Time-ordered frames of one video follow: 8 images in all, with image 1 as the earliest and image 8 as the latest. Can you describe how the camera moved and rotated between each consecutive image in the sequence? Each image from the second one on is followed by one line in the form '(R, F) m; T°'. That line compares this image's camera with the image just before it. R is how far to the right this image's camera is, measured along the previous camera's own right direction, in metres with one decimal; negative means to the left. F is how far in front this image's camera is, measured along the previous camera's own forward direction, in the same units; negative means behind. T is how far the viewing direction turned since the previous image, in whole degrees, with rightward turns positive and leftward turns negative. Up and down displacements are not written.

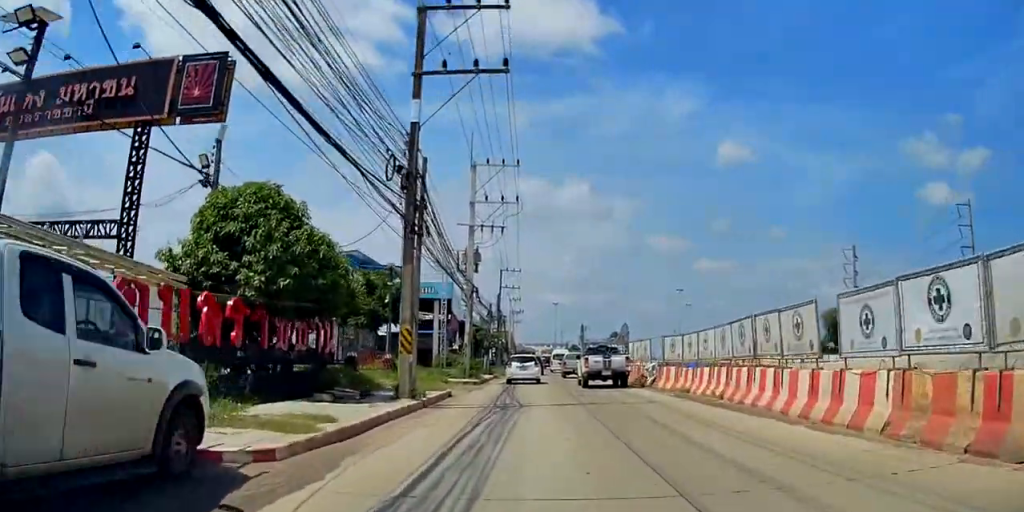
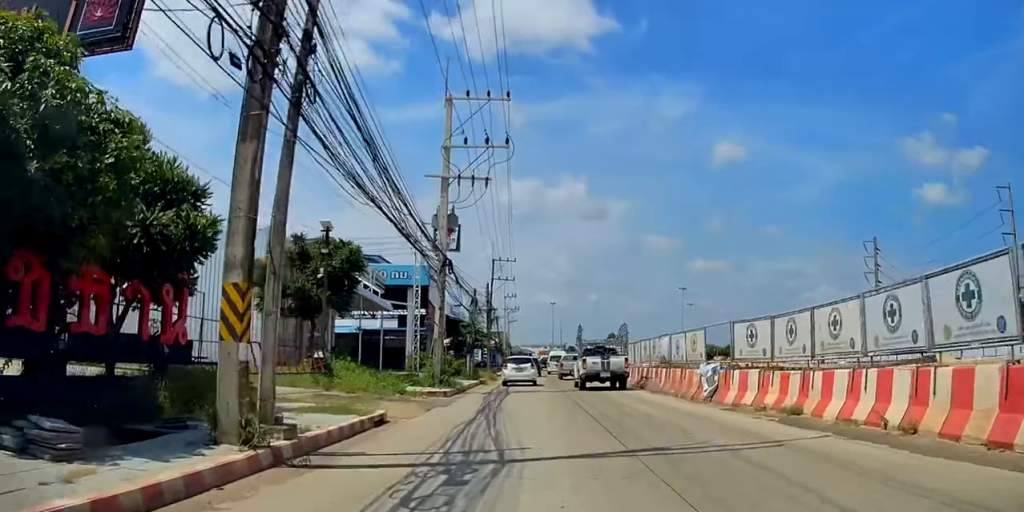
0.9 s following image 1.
(0.0, +9.1) m; 0°
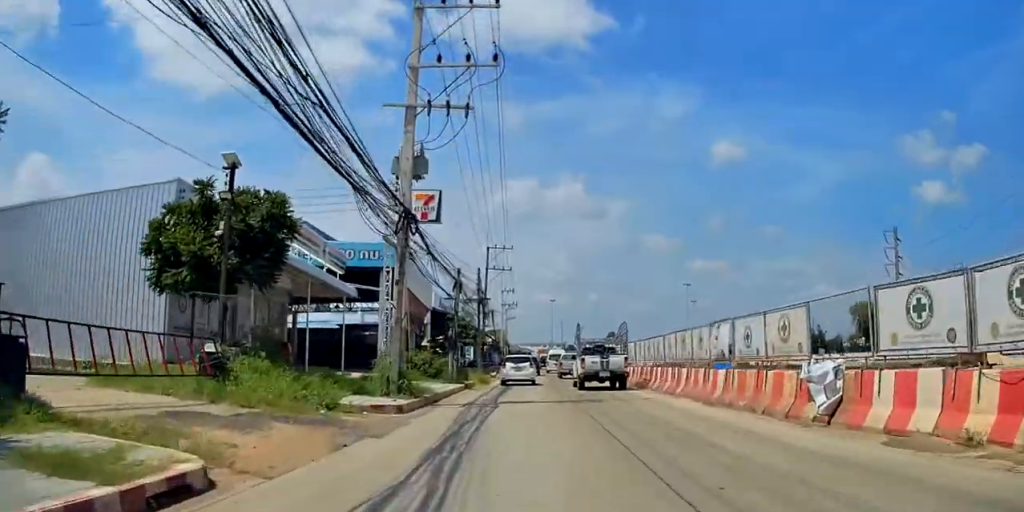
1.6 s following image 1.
(-0.1, +7.5) m; 0°
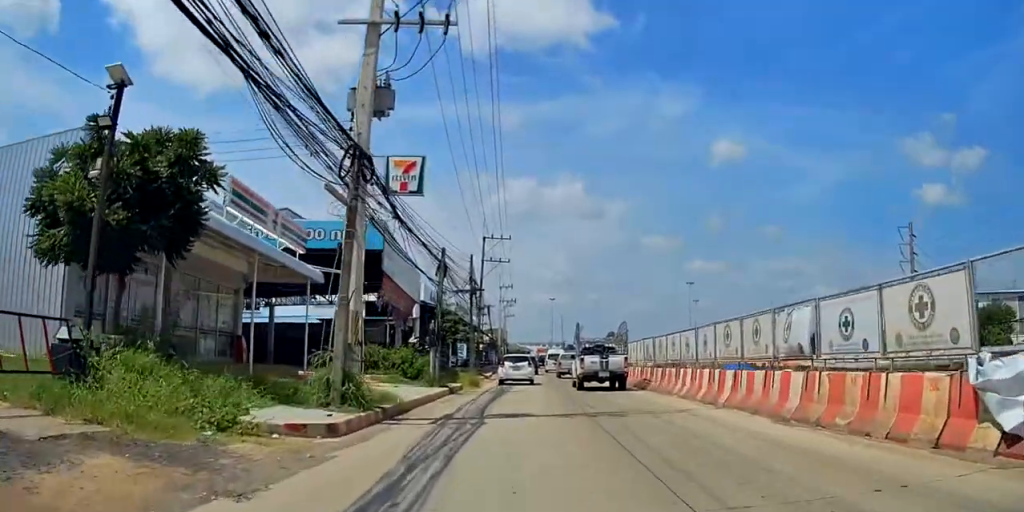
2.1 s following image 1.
(0.0, +4.6) m; 0°
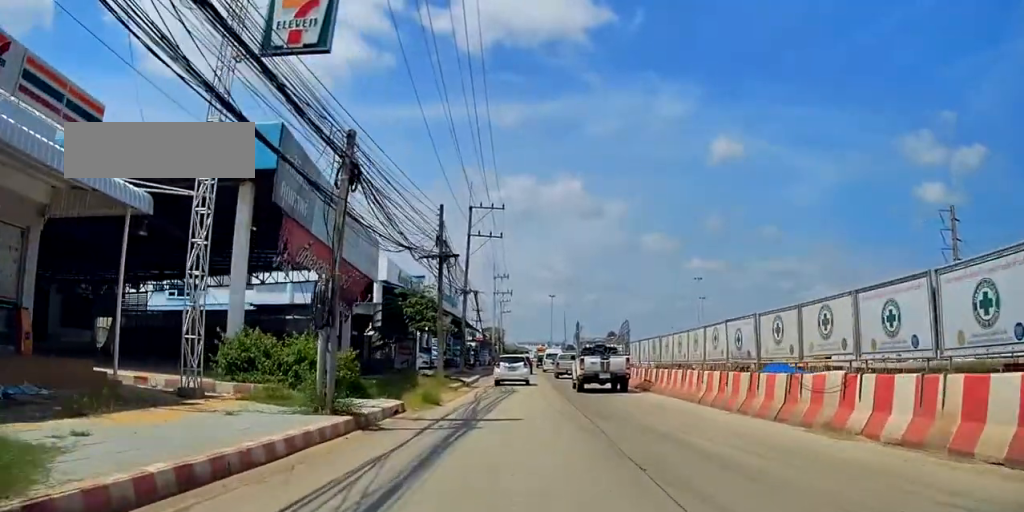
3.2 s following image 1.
(0.0, +11.6) m; 0°
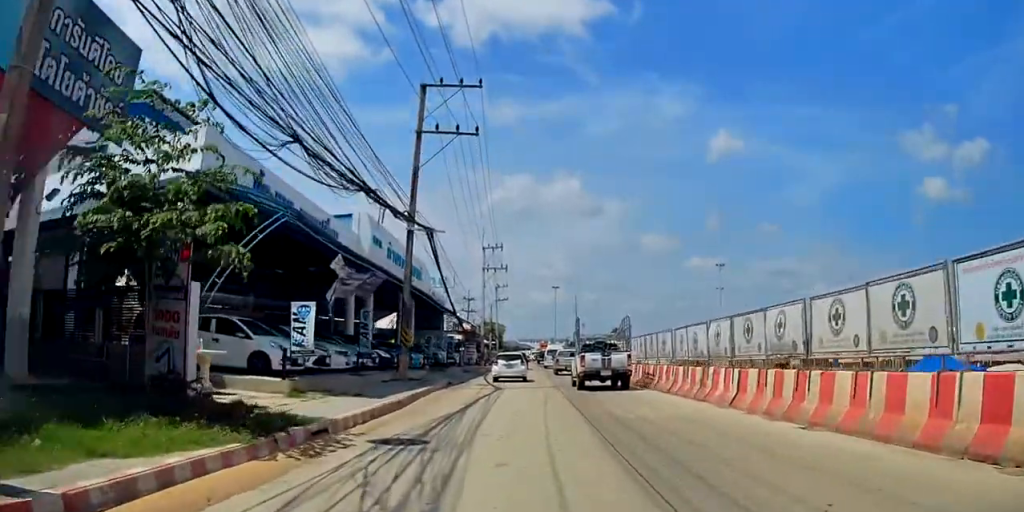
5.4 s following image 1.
(-0.2, +22.4) m; -1°
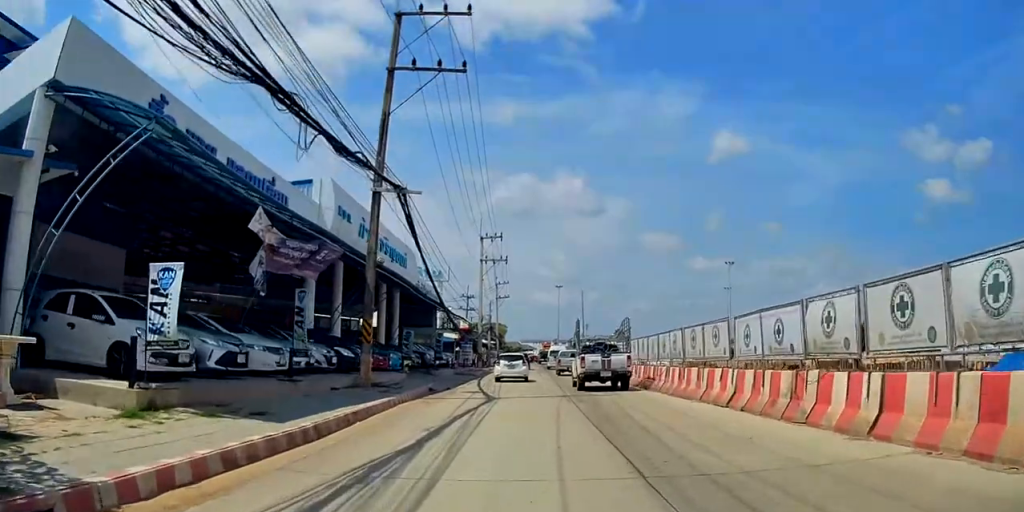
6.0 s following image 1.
(0.0, +6.5) m; -2°
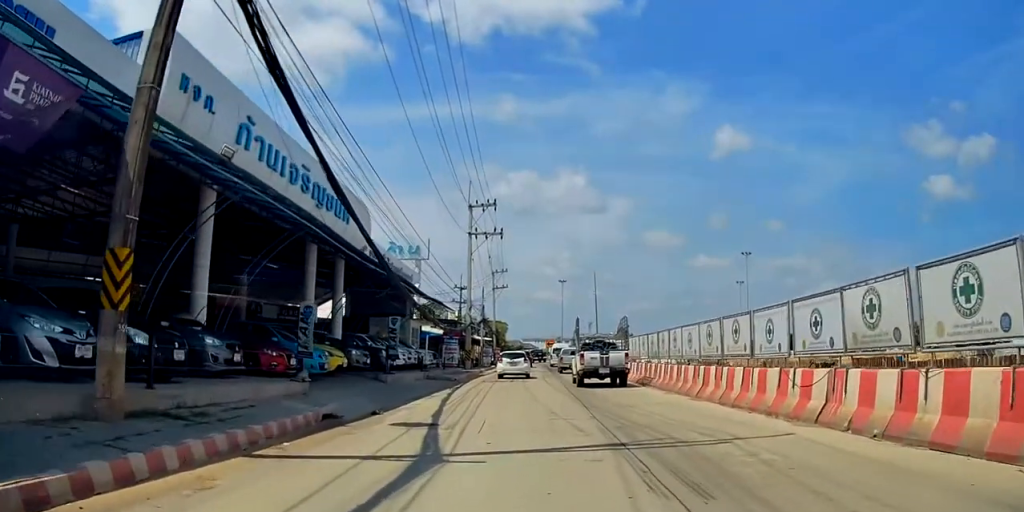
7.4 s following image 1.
(-0.8, +13.3) m; -1°
